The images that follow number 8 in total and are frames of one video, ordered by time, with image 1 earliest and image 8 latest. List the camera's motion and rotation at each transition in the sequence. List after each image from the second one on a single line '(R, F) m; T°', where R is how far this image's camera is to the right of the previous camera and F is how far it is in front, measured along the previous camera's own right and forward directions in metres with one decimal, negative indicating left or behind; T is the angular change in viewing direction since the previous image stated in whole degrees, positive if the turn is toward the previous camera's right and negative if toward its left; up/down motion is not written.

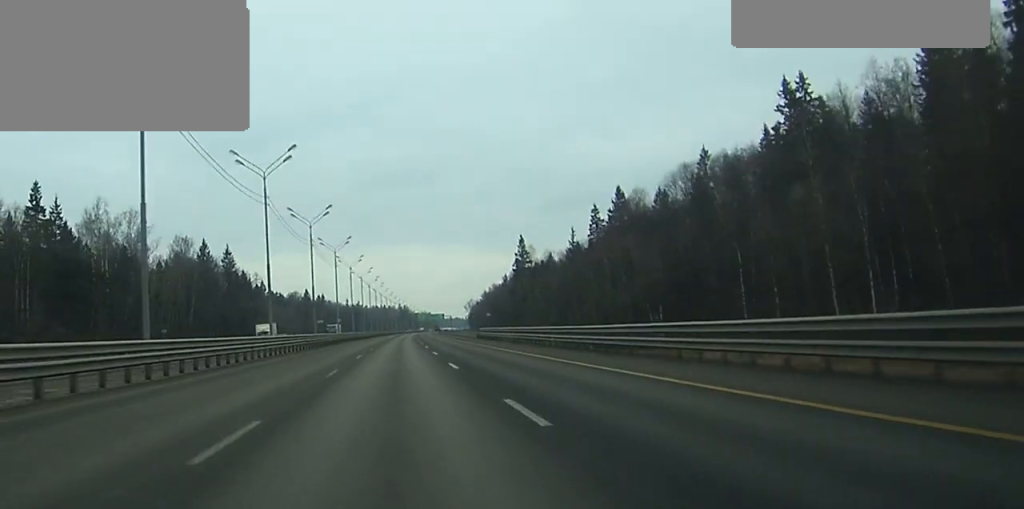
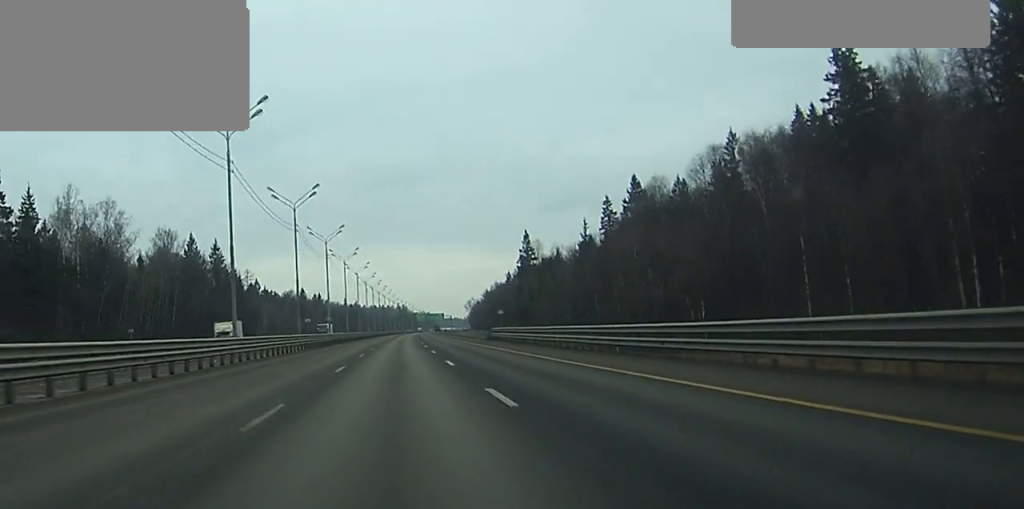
(0.0, +11.5) m; 0°
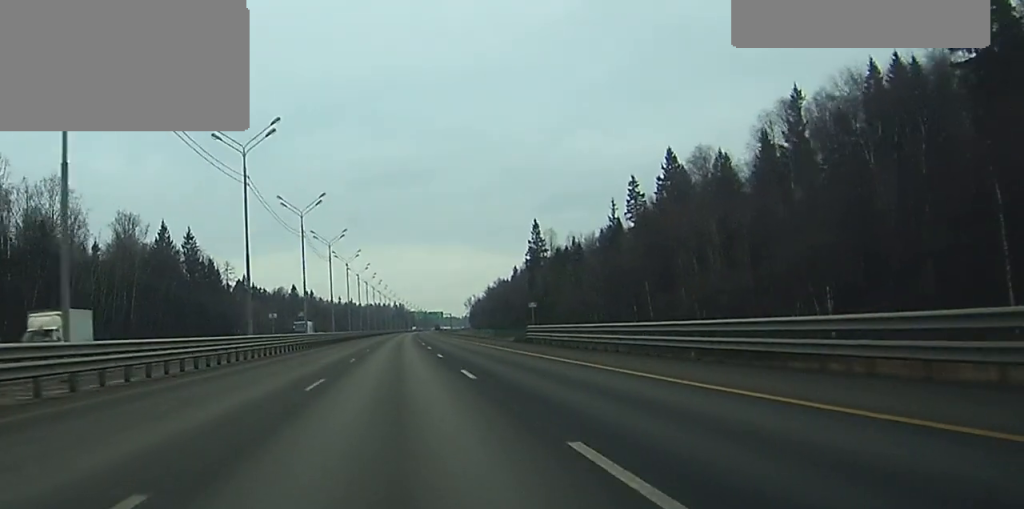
(0.0, +20.6) m; +1°
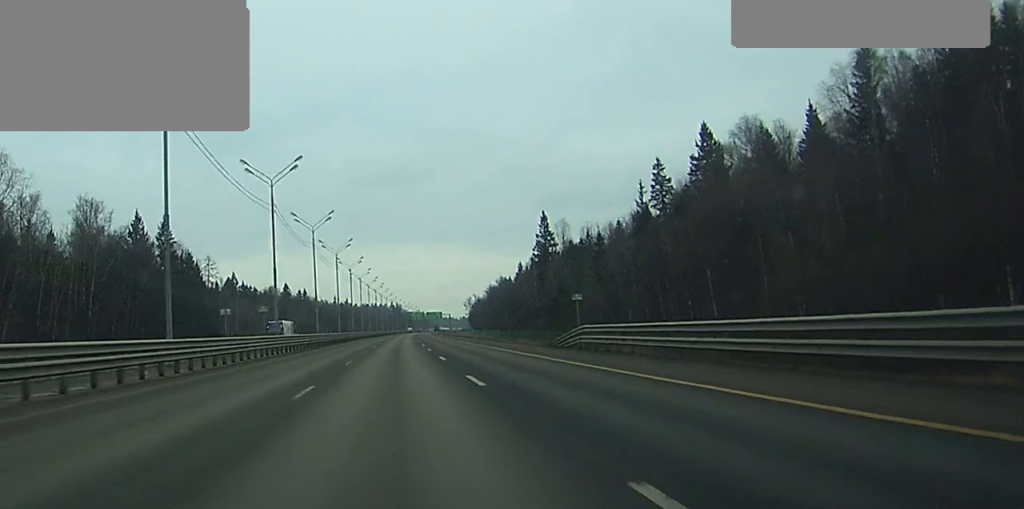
(+0.3, +15.1) m; 0°
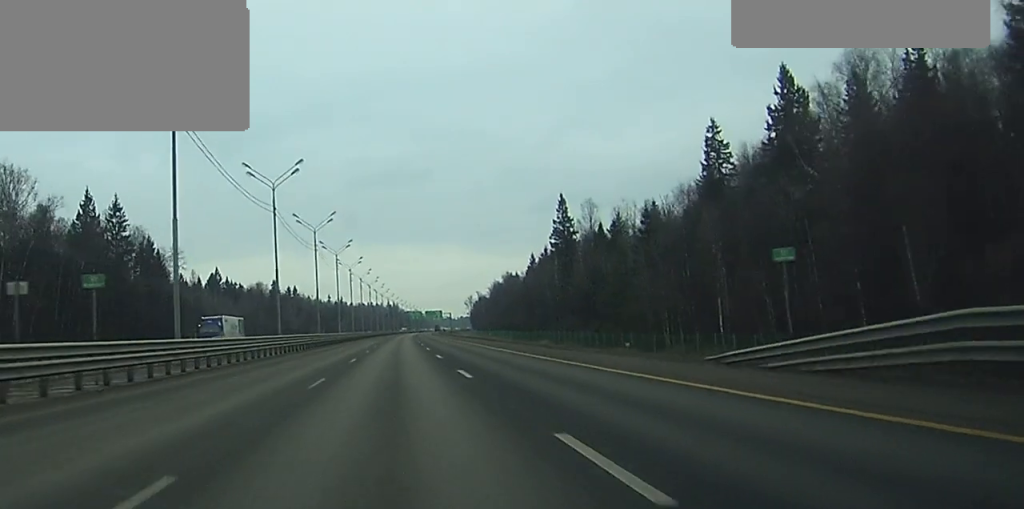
(-0.3, +26.8) m; 0°
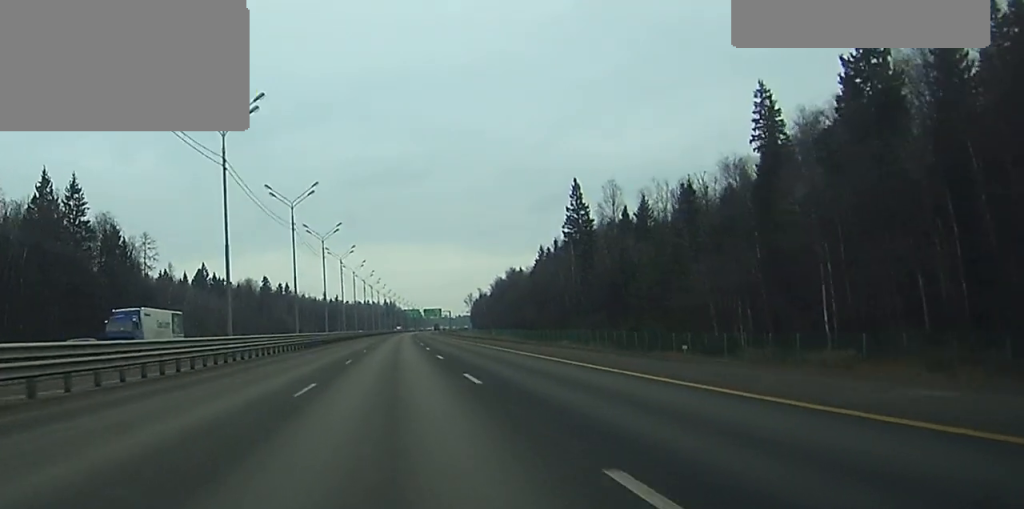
(-0.1, +19.7) m; 0°
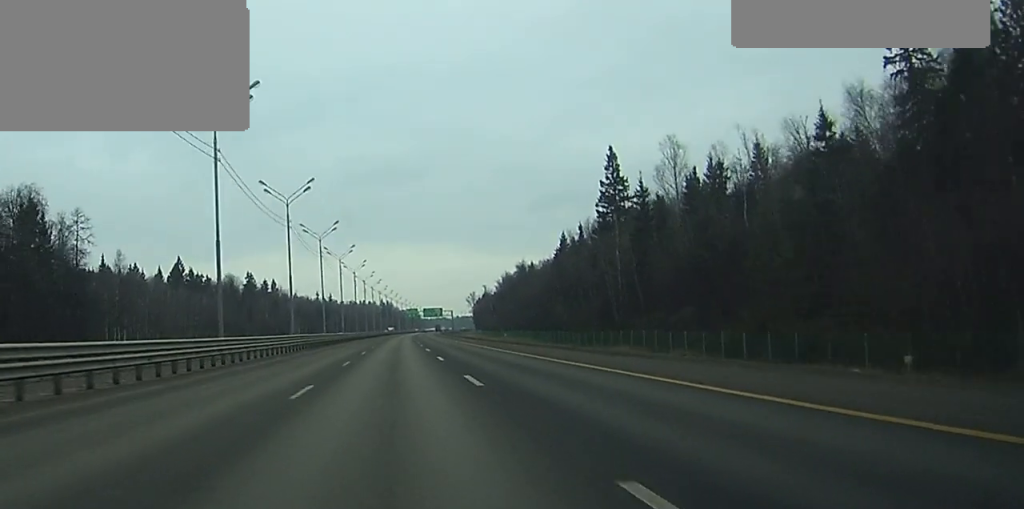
(+0.3, +37.8) m; +1°
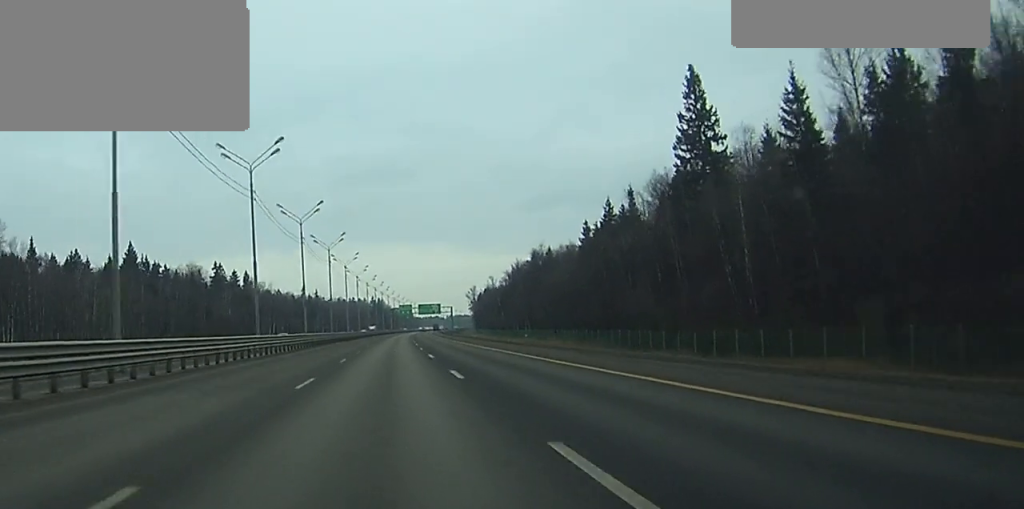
(+0.3, +52.0) m; +1°
